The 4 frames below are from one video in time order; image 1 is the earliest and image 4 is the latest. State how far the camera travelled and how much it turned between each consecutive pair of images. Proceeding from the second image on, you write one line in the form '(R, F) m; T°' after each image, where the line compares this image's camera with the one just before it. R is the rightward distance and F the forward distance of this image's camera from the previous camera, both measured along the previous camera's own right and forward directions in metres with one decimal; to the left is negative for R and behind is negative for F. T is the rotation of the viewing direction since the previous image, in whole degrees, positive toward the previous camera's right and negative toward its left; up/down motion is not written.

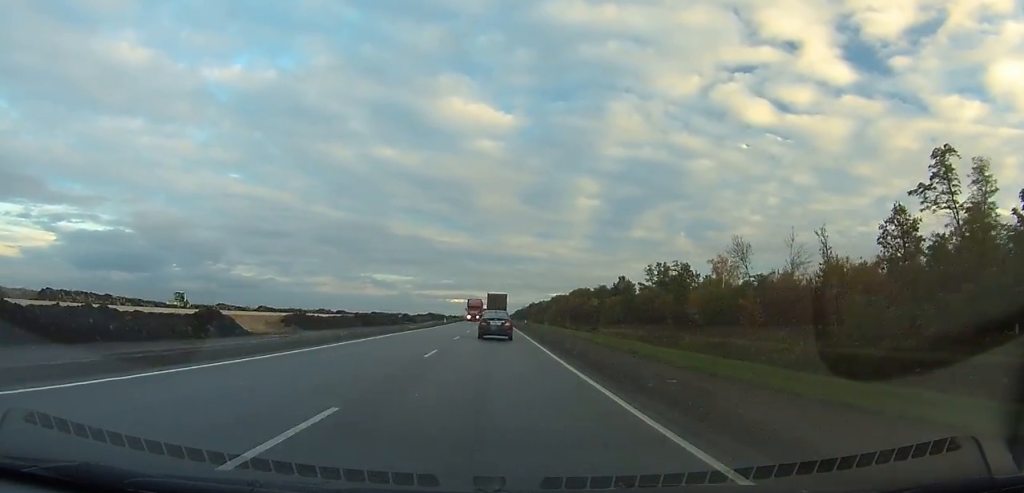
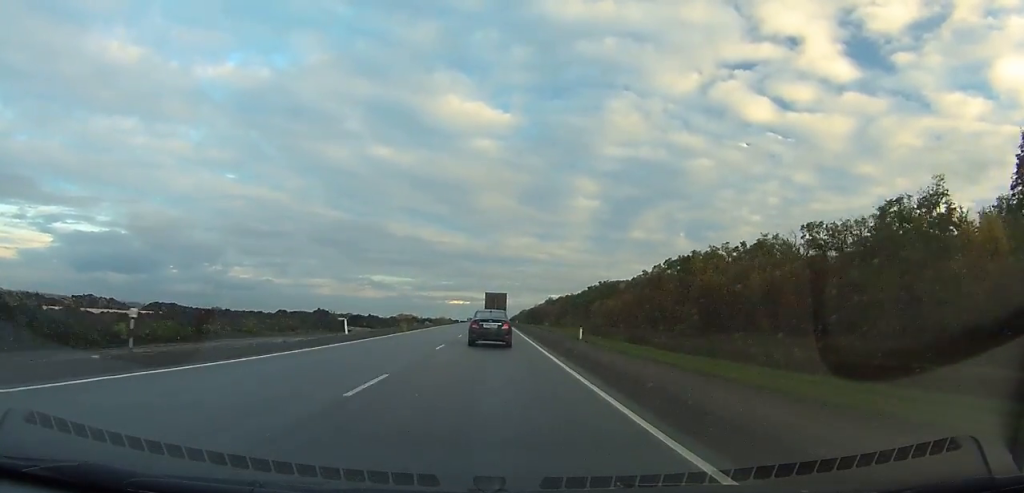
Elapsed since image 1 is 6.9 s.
(0.0, +166.8) m; 0°
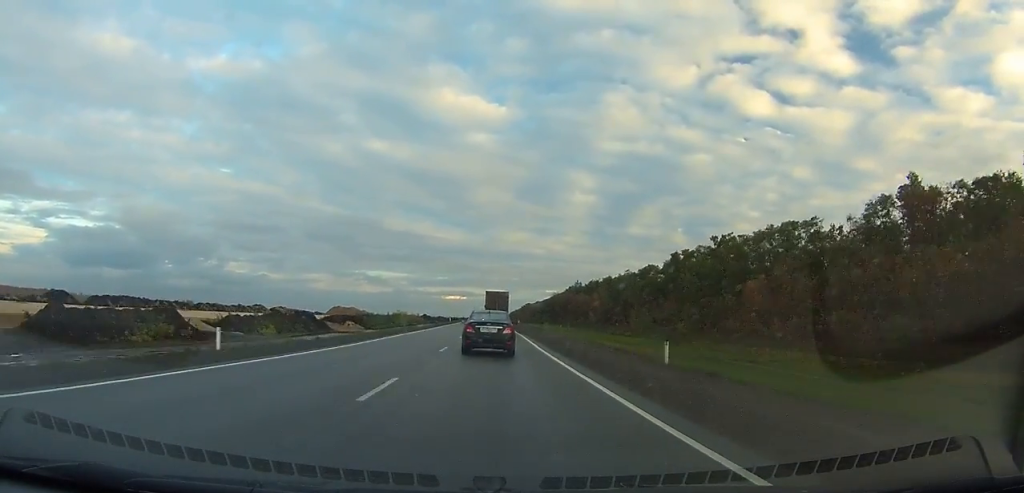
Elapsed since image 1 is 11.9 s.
(-0.3, +124.2) m; 0°
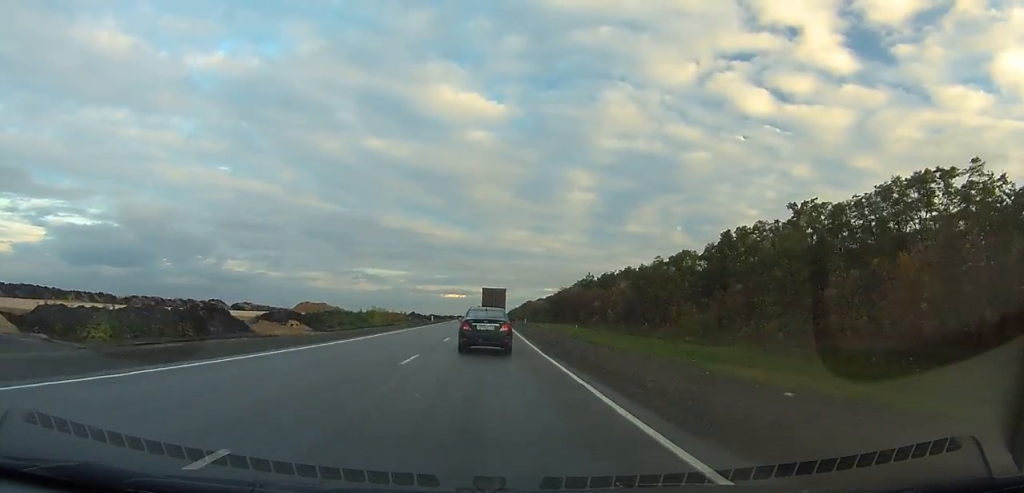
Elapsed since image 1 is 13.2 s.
(-0.1, +31.7) m; 0°
